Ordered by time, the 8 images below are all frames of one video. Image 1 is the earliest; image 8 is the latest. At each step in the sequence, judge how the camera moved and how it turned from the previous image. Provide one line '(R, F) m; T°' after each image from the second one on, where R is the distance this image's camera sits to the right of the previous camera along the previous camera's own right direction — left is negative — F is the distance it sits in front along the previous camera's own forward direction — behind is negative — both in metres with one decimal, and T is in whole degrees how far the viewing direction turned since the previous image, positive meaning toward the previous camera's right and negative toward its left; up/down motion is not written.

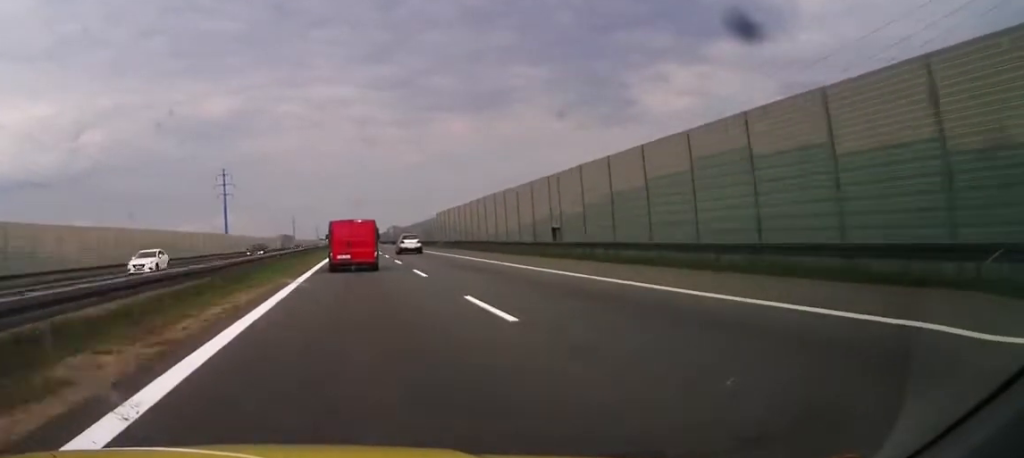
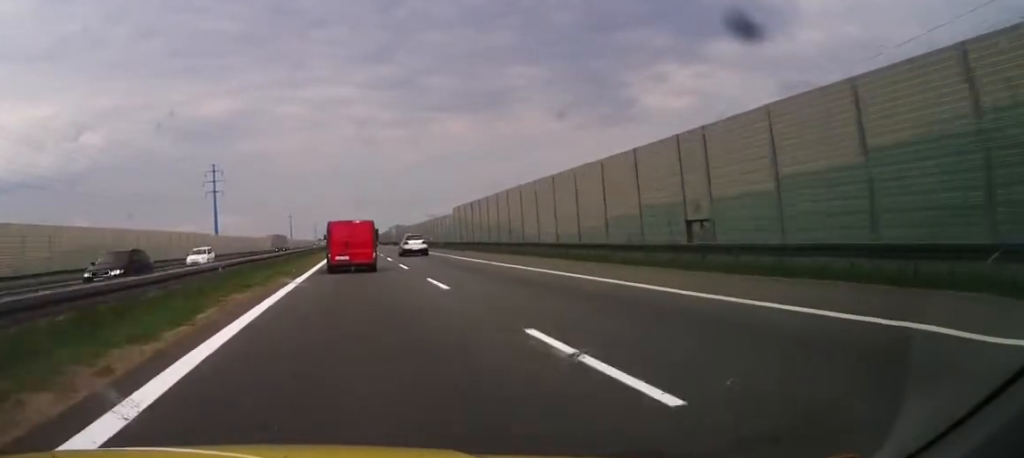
(-0.2, +16.9) m; 0°
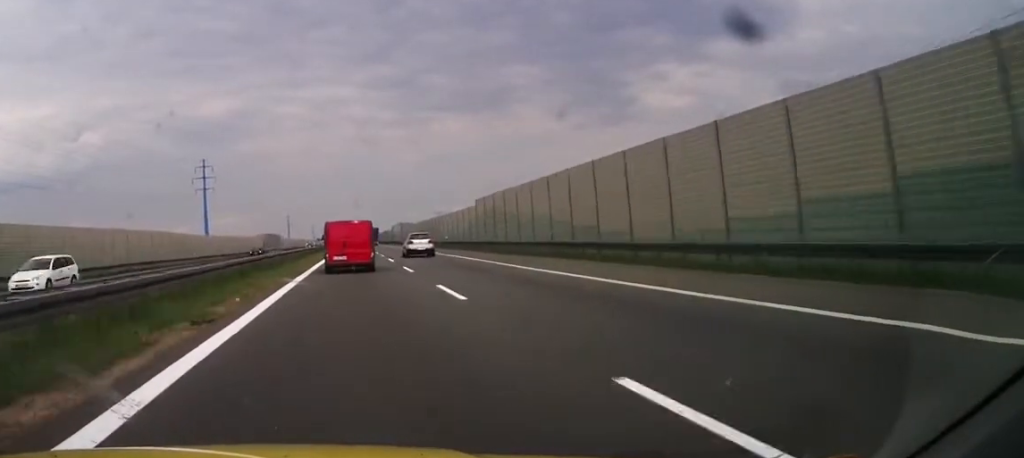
(+0.2, +14.7) m; 0°
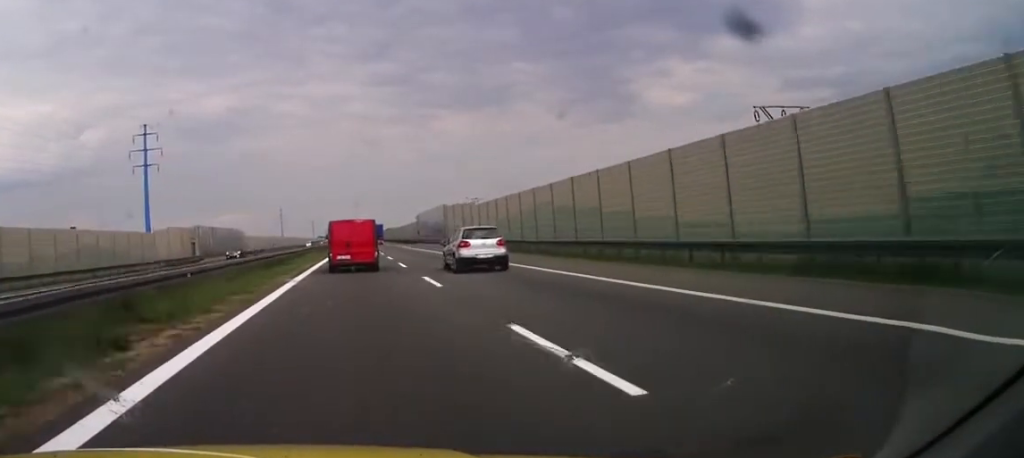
(+0.4, +67.5) m; 0°
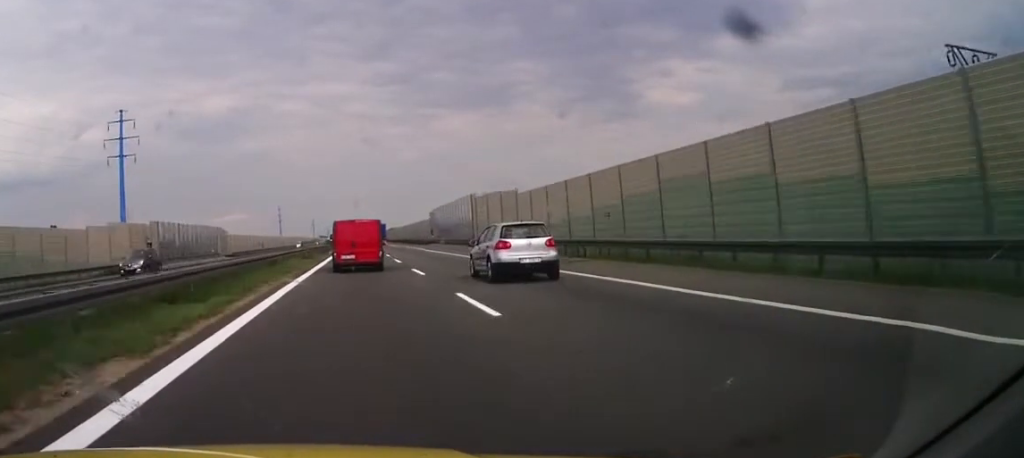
(0.0, +18.5) m; 0°
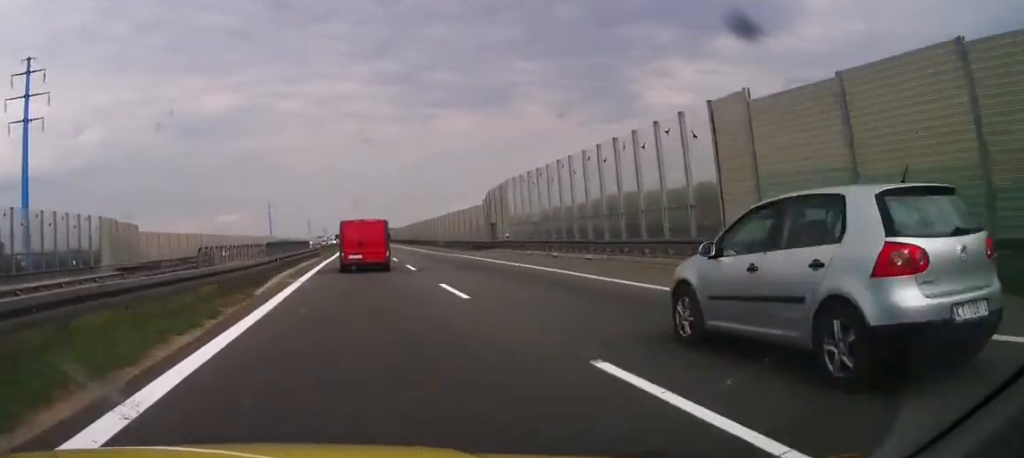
(0.0, +44.1) m; 0°
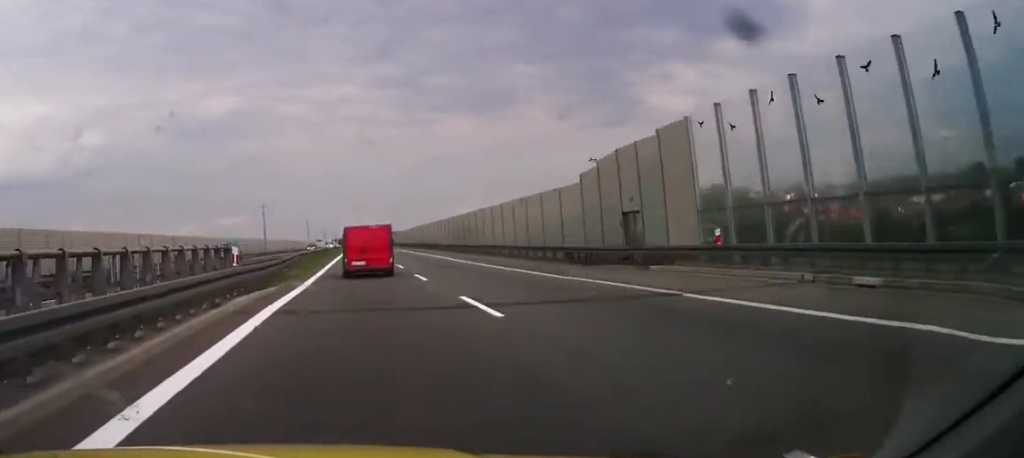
(0.0, +26.7) m; 0°
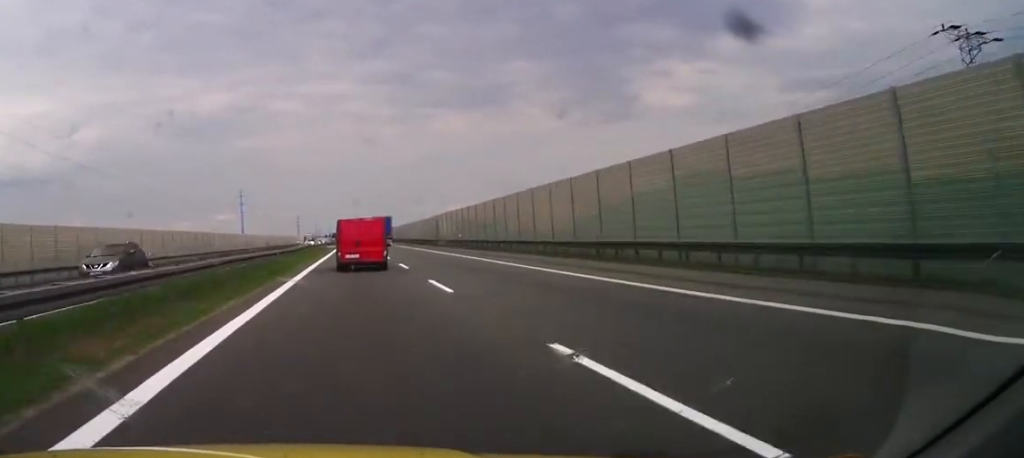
(0.0, +54.8) m; 0°
